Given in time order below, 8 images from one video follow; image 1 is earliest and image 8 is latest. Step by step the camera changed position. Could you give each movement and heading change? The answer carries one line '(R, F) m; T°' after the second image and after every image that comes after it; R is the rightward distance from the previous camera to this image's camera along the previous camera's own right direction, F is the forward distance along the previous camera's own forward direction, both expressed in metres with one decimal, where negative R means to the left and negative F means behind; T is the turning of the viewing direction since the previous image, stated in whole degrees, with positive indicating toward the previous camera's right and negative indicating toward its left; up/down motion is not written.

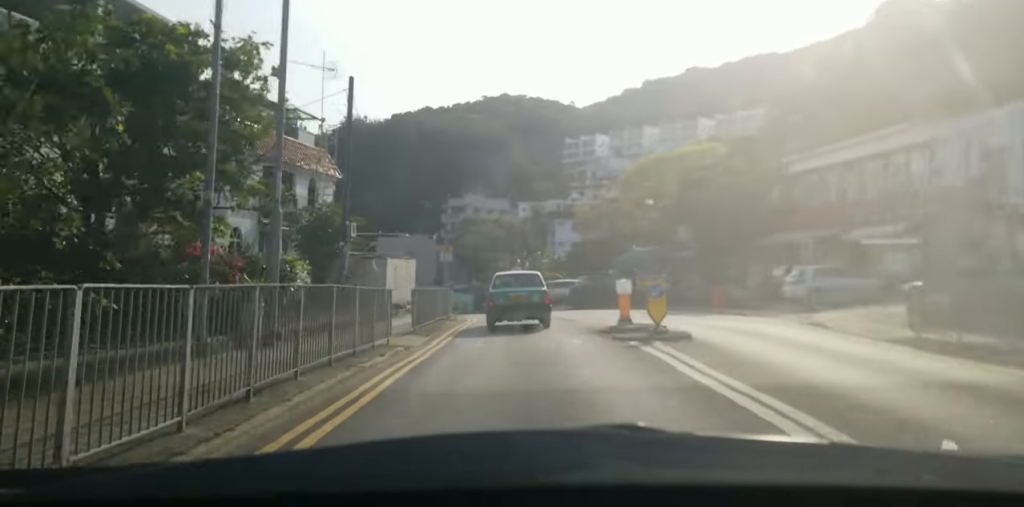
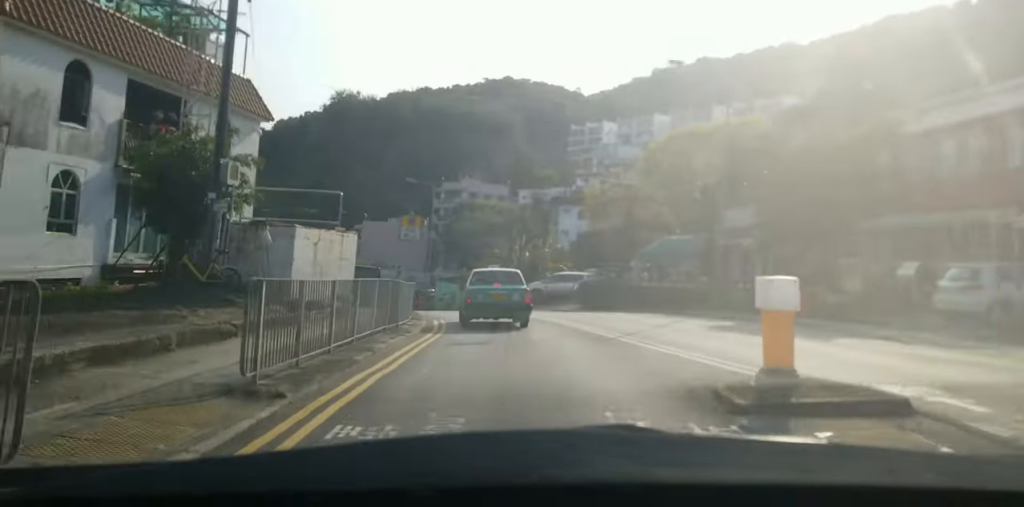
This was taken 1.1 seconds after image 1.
(+0.1, +12.0) m; -1°
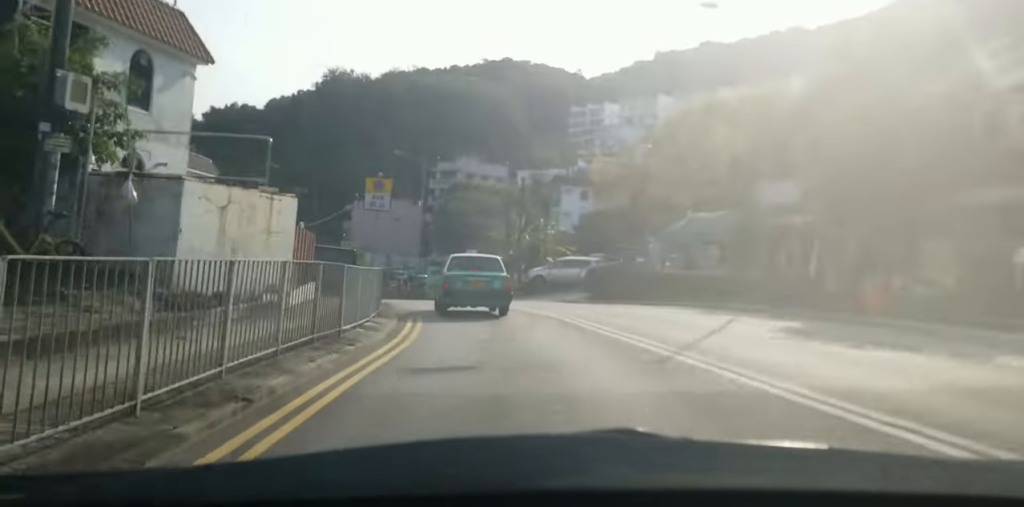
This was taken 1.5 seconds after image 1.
(0.0, +4.8) m; 0°
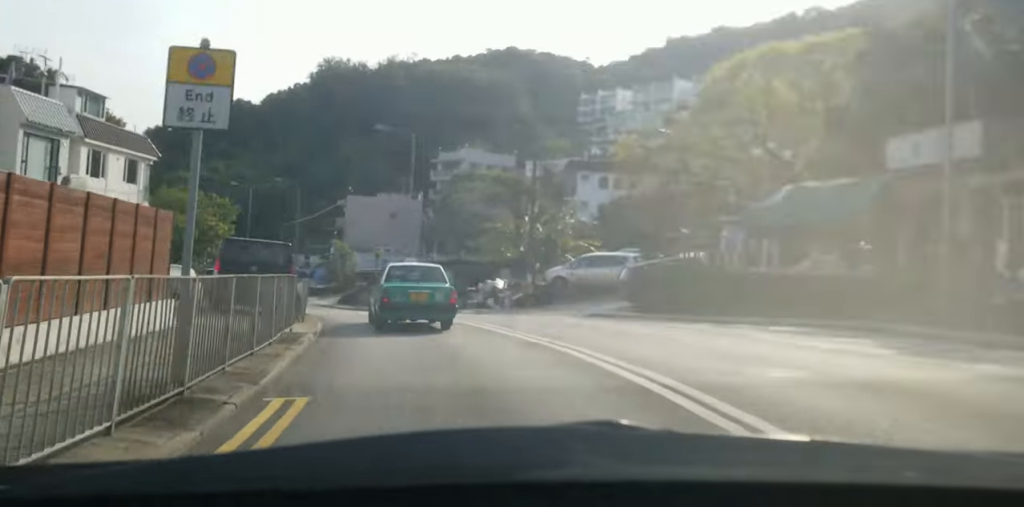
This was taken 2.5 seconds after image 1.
(-0.2, +10.9) m; -1°
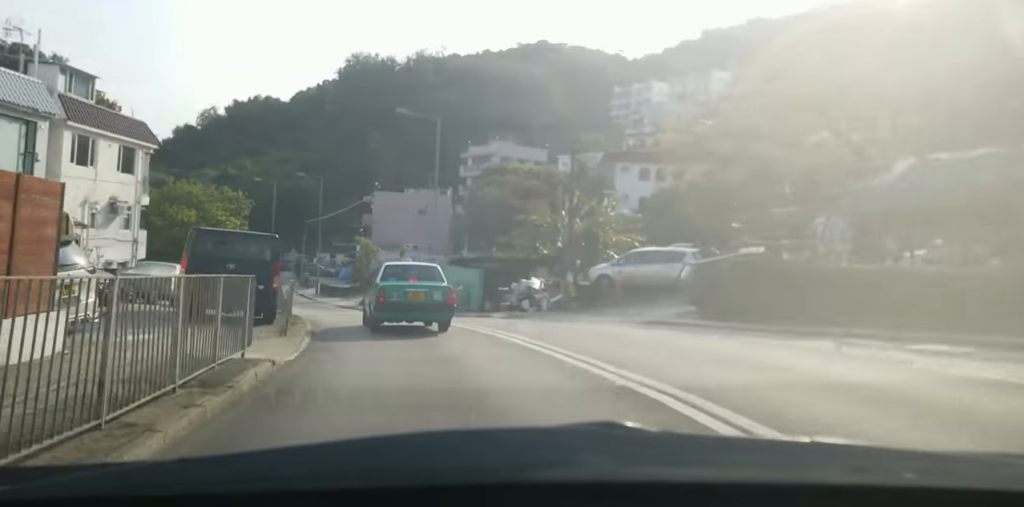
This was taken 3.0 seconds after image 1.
(+0.2, +4.7) m; -2°
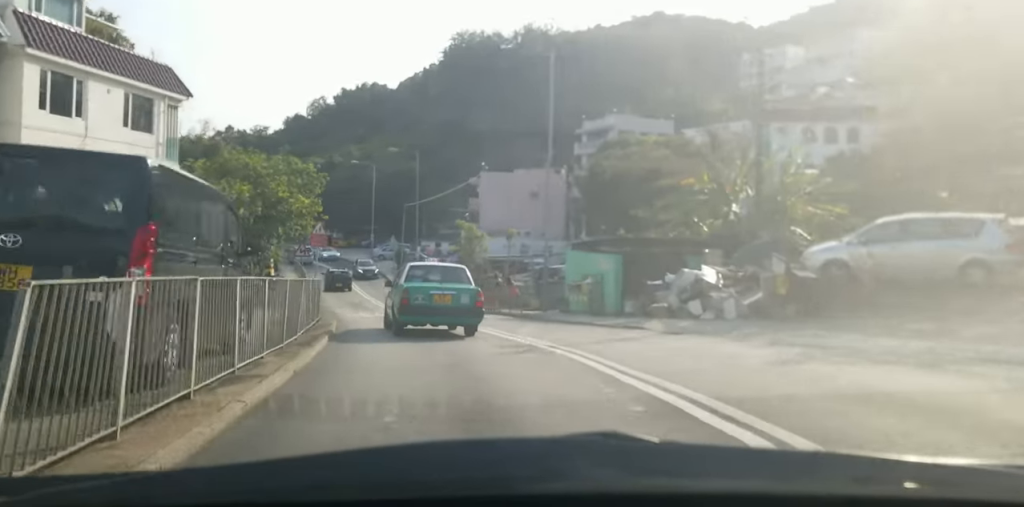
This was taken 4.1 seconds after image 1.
(-0.7, +11.8) m; -7°
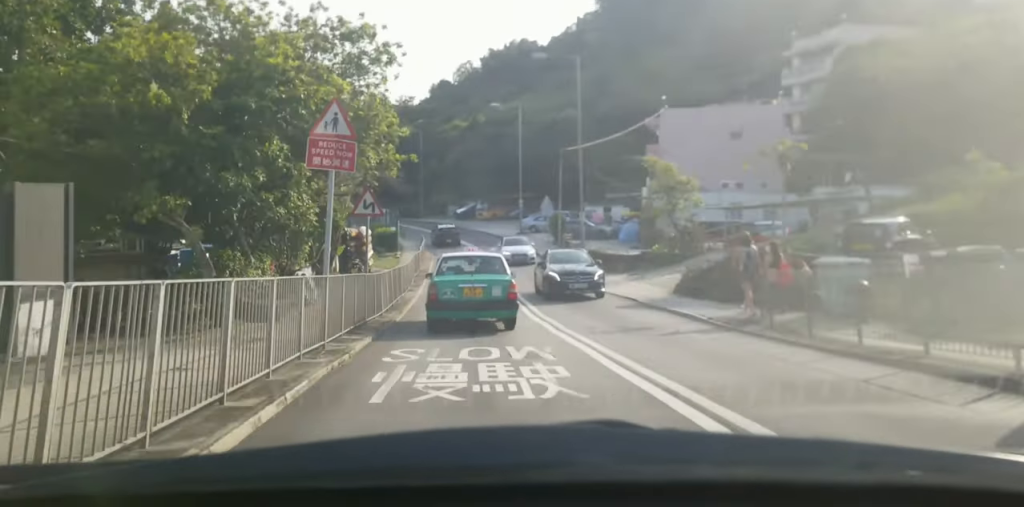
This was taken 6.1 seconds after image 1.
(-1.9, +21.7) m; -7°
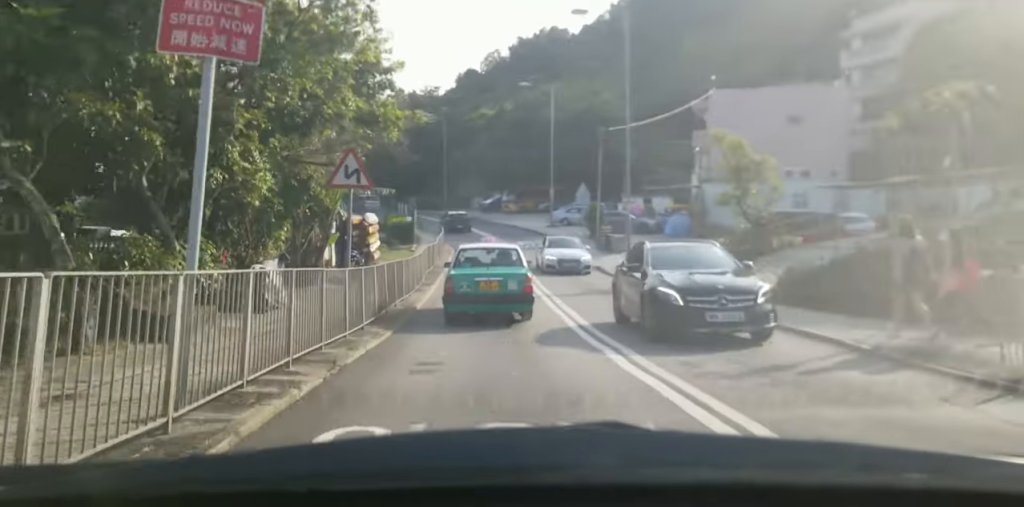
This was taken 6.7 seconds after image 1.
(0.0, +6.0) m; -2°
